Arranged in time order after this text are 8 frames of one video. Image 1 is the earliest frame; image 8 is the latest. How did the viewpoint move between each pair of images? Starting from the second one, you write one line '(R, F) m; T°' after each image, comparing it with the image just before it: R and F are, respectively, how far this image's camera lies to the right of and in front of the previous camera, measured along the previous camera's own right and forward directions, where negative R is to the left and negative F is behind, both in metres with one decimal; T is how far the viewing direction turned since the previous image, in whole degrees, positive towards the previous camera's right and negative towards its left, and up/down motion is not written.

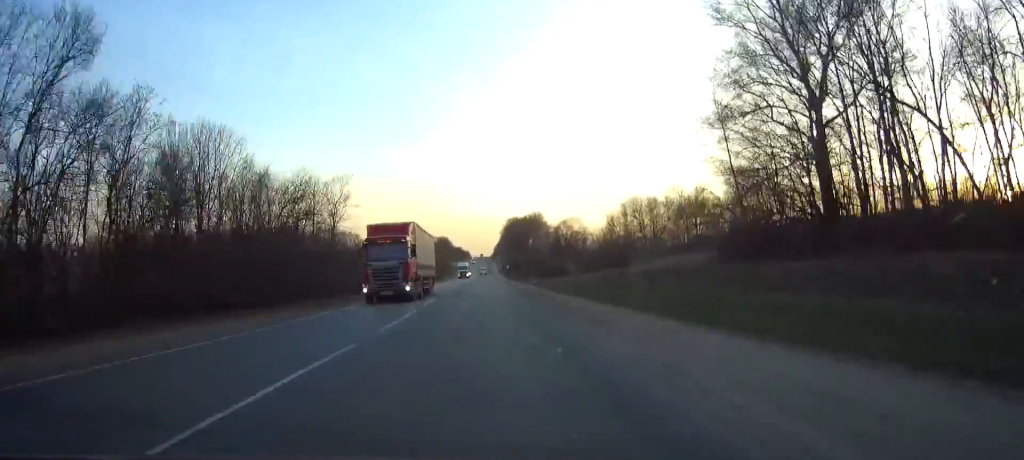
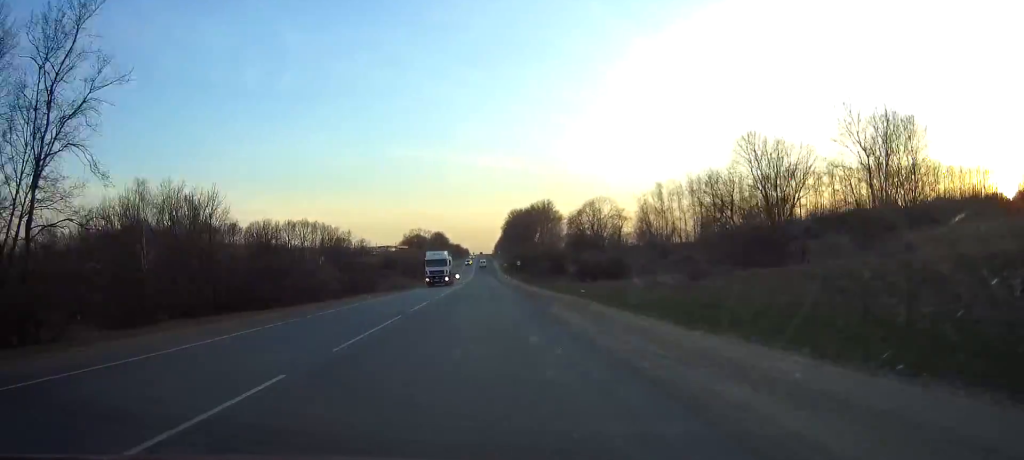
(-0.6, +52.3) m; -1°
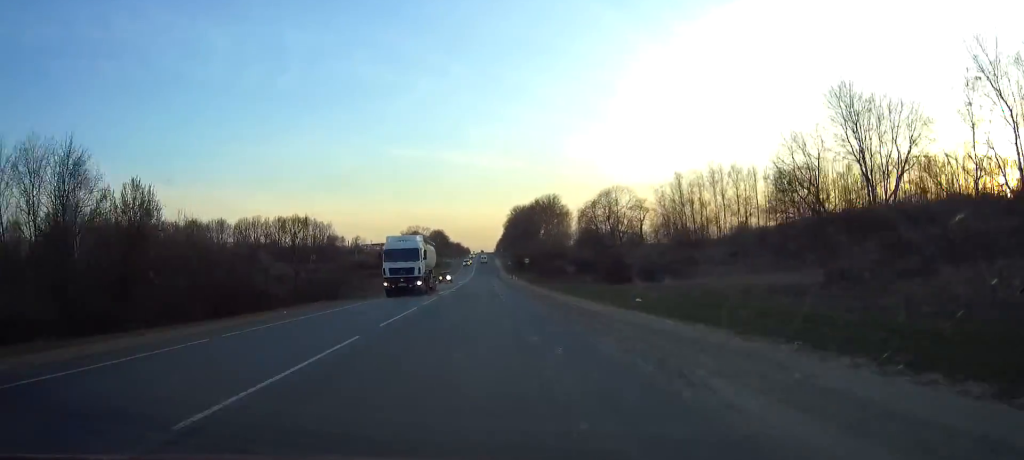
(0.0, +18.5) m; 0°
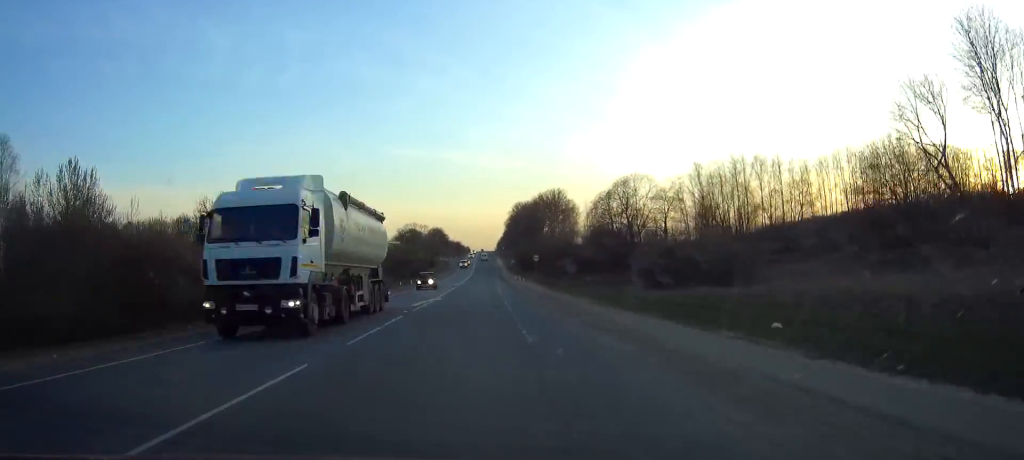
(0.0, +16.3) m; 0°
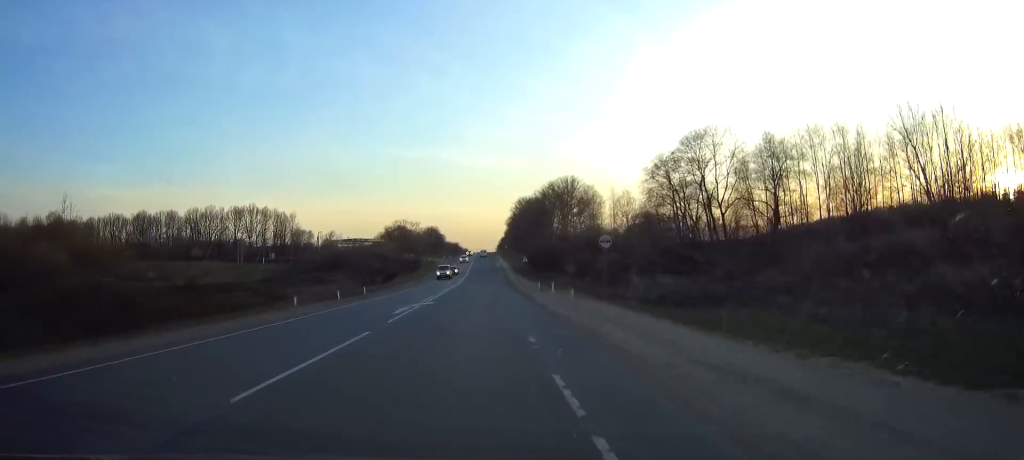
(+0.3, +42.3) m; 0°
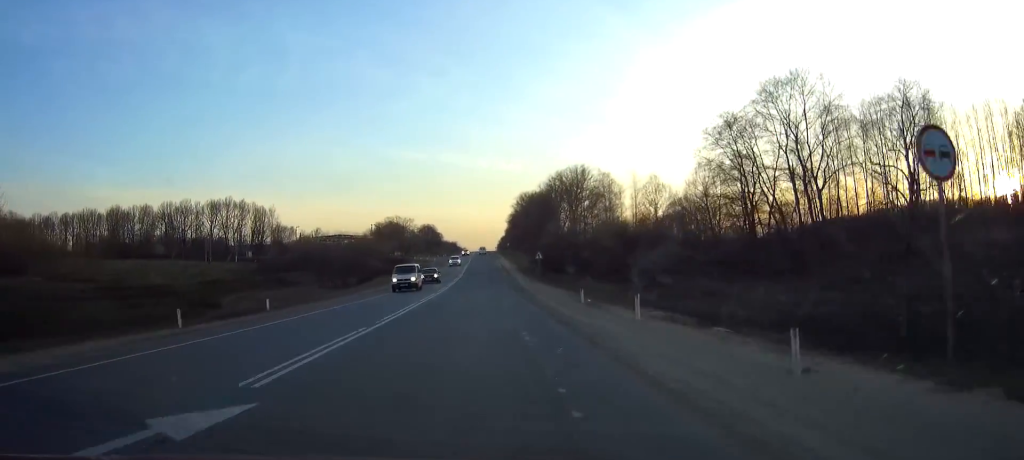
(-0.1, +23.6) m; 0°
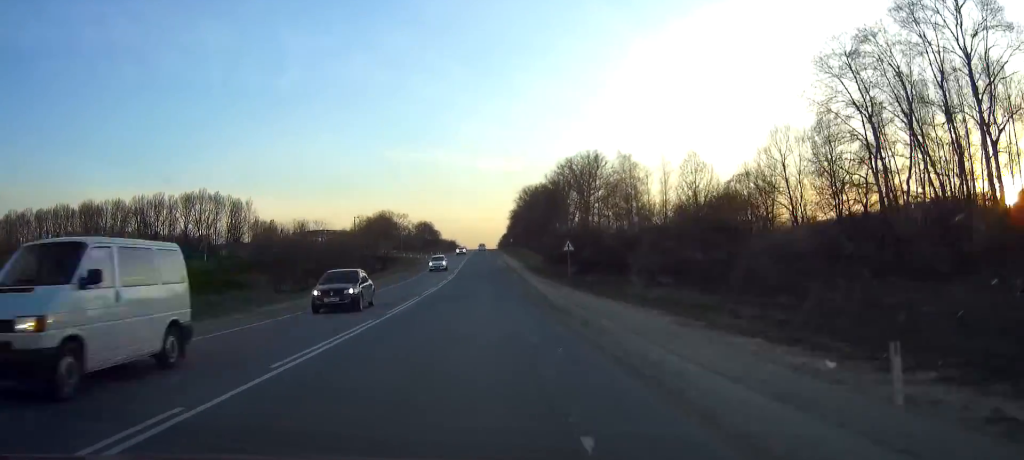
(0.0, +22.4) m; 0°
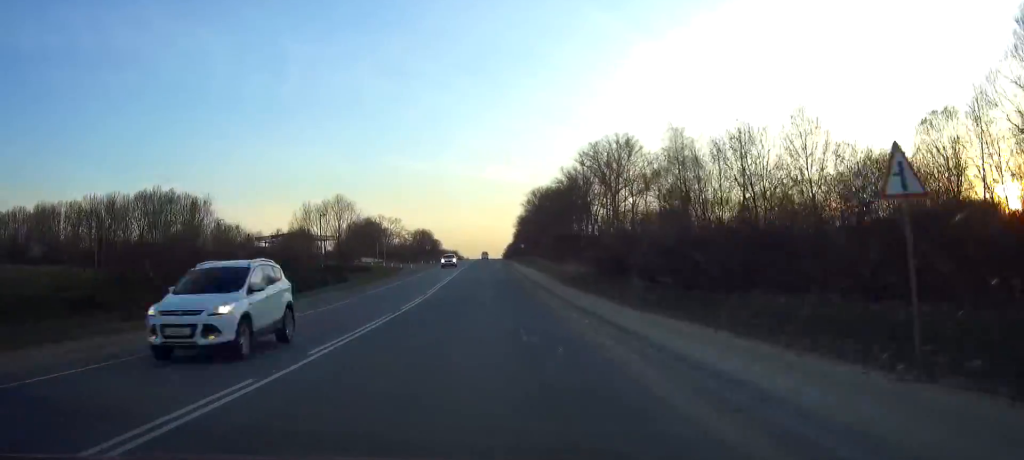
(+0.1, +33.9) m; 0°
